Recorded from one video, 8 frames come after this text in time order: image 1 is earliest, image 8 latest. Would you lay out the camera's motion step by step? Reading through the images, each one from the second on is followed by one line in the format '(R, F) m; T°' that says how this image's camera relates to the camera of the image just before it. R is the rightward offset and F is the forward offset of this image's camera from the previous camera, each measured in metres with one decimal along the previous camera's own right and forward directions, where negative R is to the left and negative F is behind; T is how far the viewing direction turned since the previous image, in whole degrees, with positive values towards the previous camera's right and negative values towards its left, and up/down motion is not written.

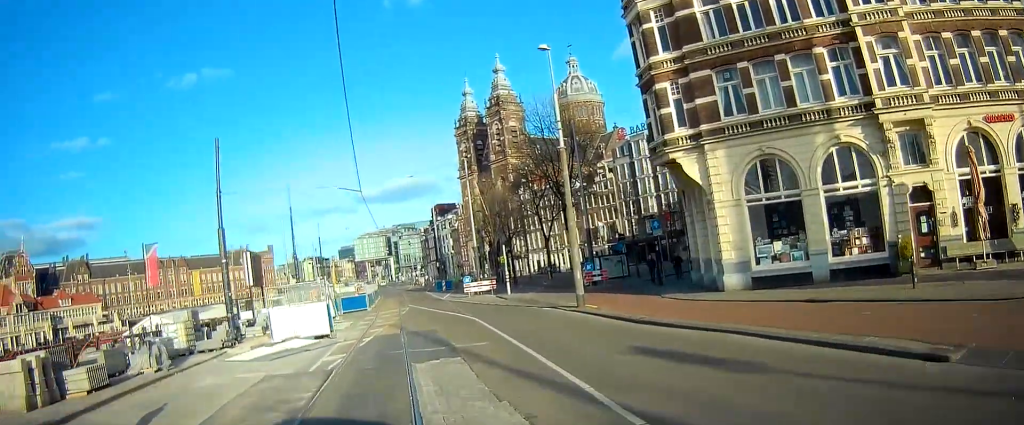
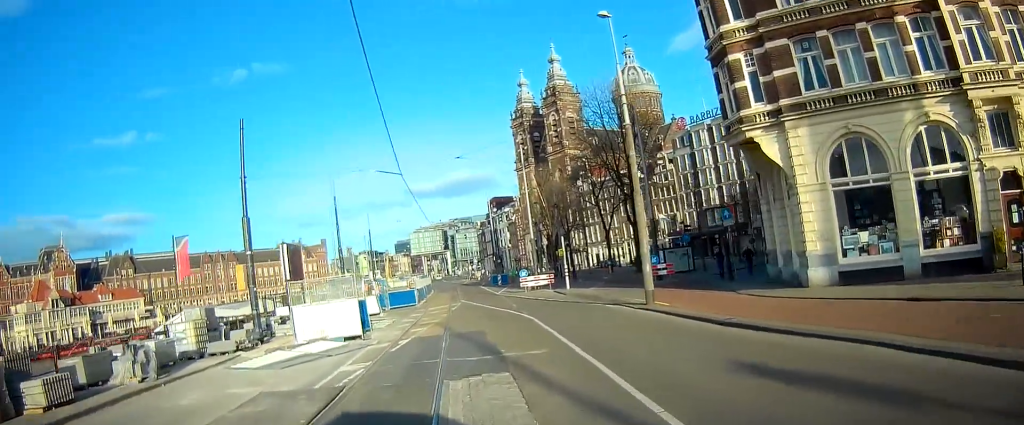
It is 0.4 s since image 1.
(0.0, +2.7) m; -4°
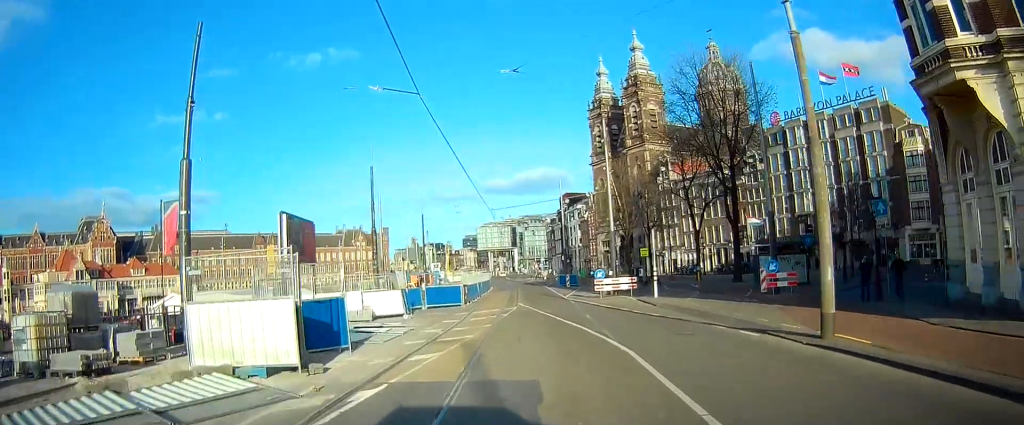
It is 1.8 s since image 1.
(-0.7, +8.7) m; -5°
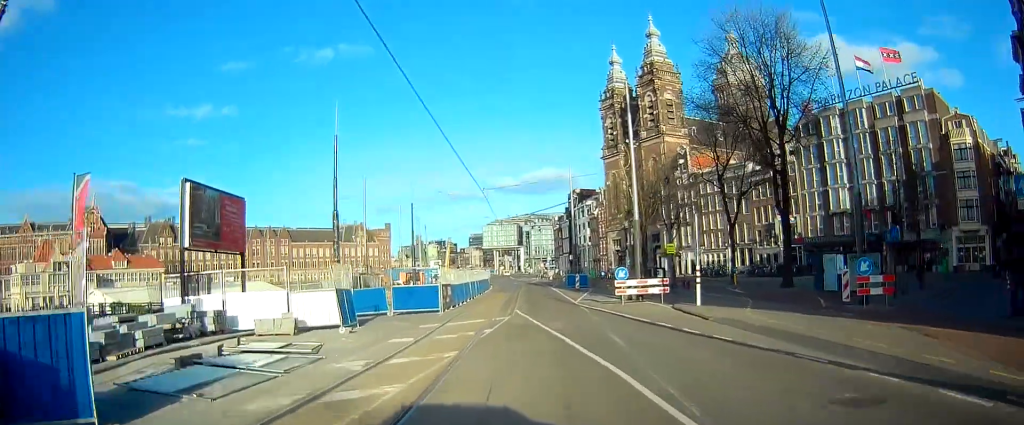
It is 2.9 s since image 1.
(0.0, +8.3) m; 0°
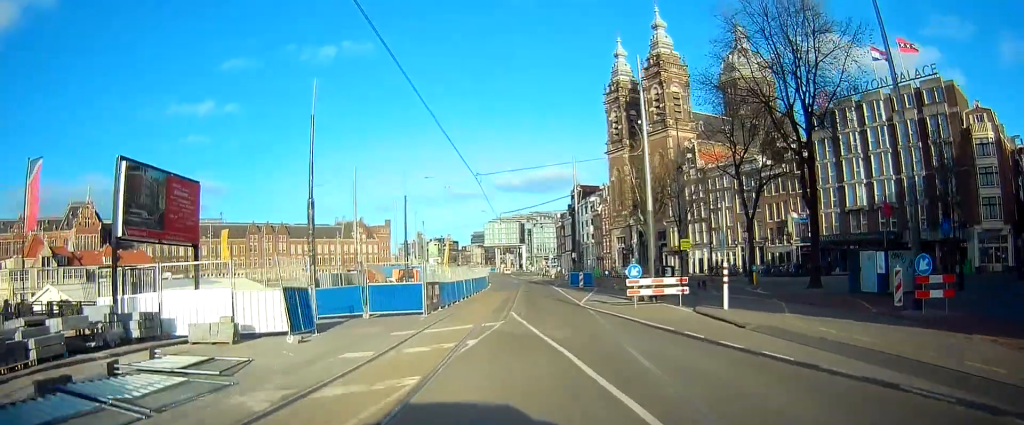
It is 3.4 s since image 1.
(0.0, +3.2) m; 0°
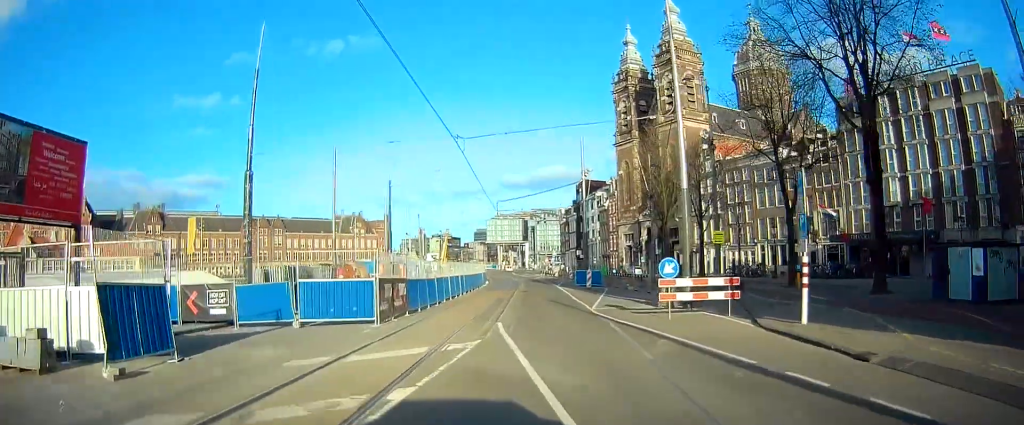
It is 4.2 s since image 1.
(0.0, +6.1) m; 0°
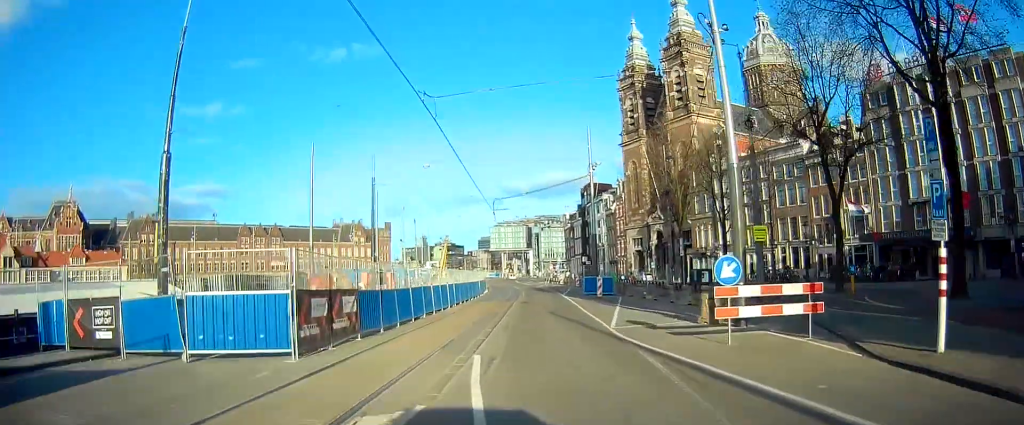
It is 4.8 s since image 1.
(0.0, +5.4) m; 0°
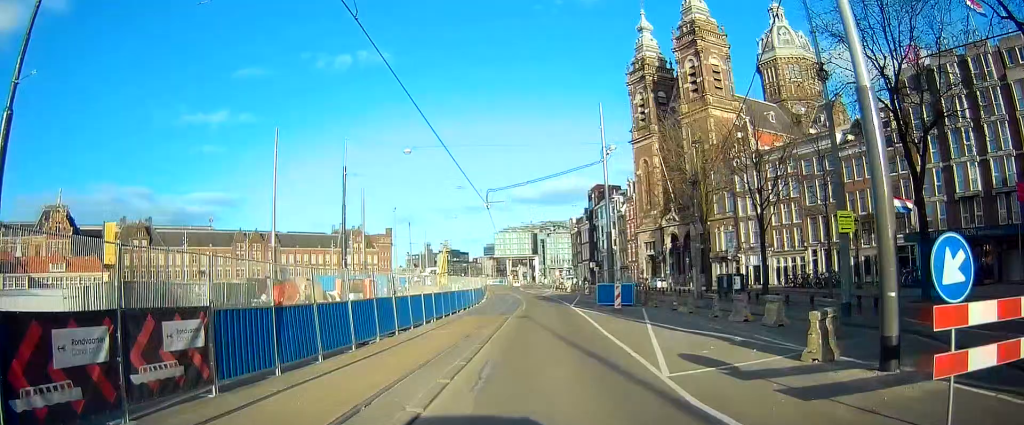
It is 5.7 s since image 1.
(0.0, +6.9) m; 0°
